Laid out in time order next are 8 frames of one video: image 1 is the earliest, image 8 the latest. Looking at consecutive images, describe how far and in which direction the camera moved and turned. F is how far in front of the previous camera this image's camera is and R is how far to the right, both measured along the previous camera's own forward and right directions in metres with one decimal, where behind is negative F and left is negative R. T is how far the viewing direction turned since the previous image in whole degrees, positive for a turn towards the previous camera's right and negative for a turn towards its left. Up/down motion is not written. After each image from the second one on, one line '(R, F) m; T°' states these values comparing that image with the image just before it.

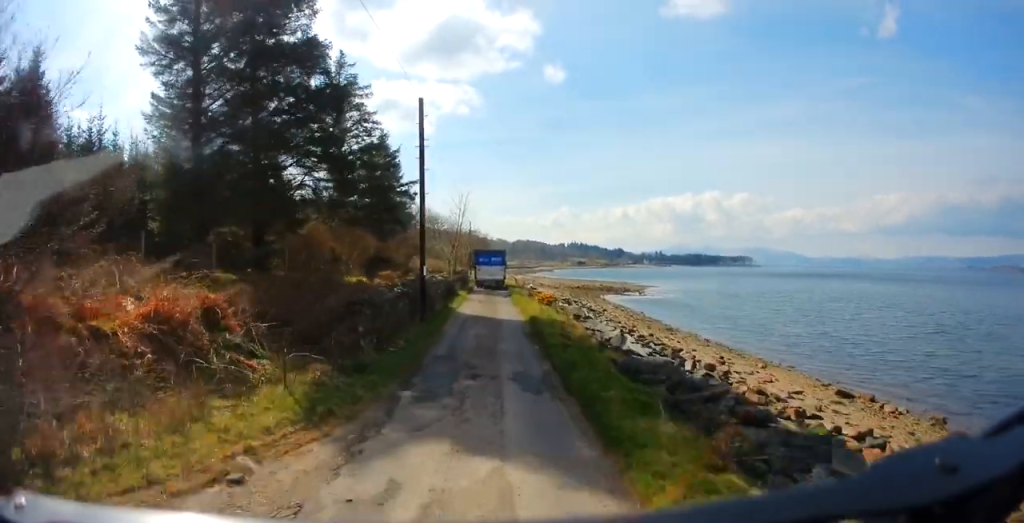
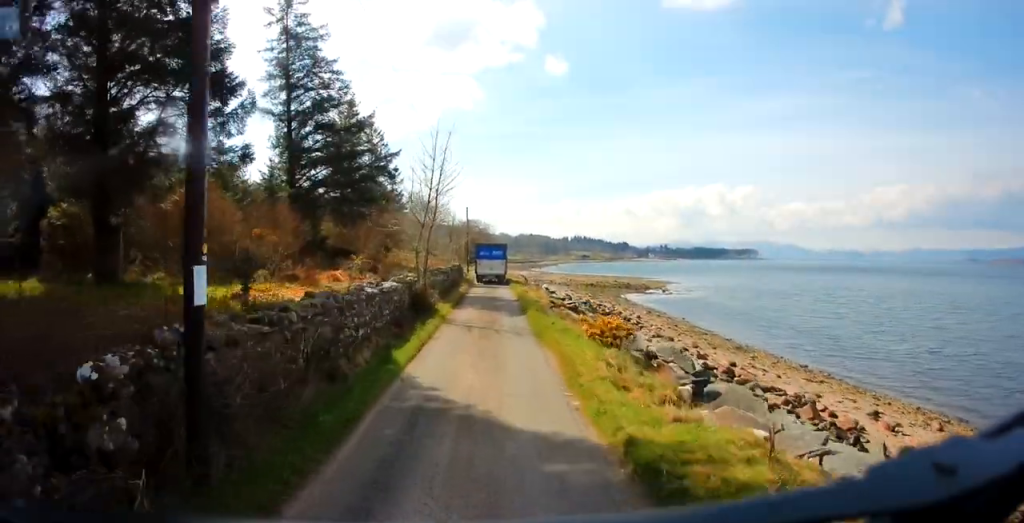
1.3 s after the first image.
(0.0, +14.7) m; -1°
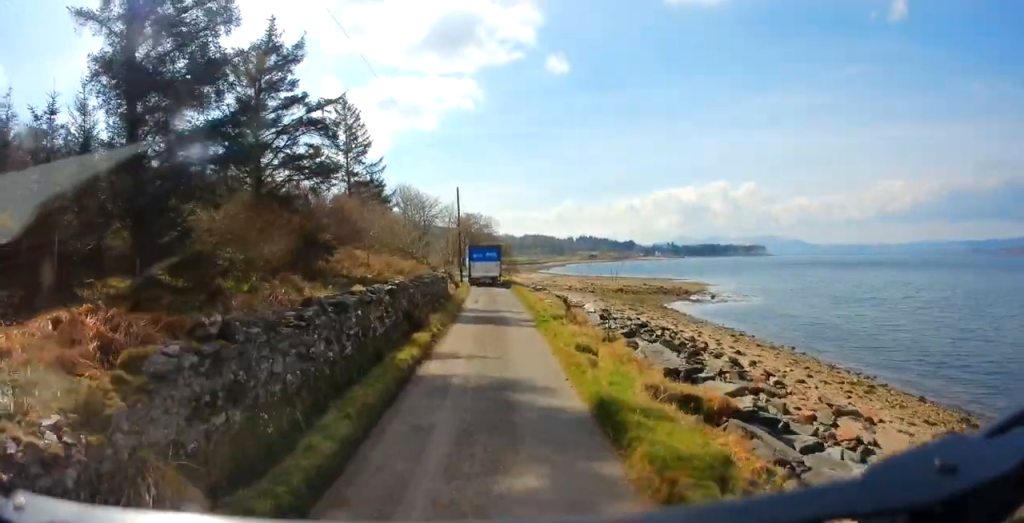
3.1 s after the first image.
(-0.4, +20.3) m; -1°
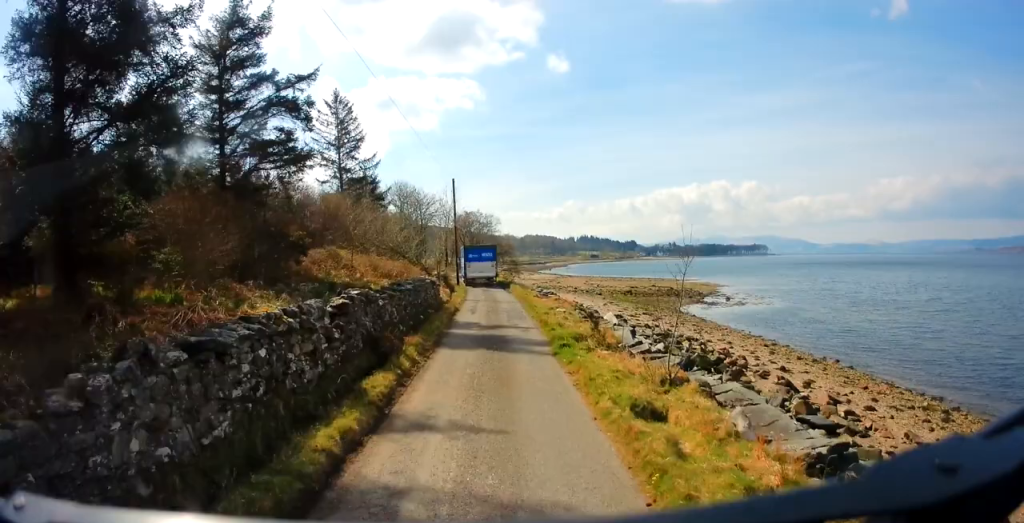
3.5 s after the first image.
(0.0, +5.1) m; 0°
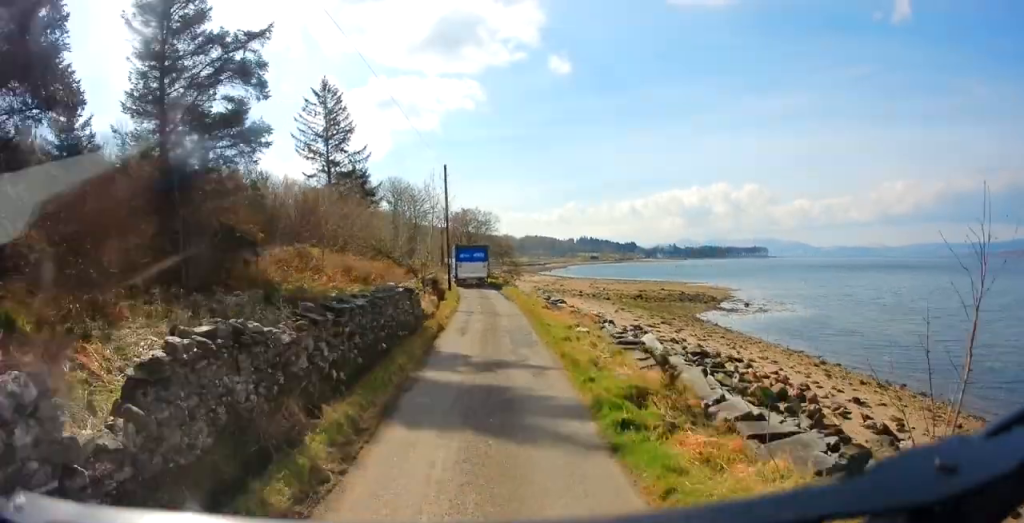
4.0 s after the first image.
(0.0, +6.0) m; +1°
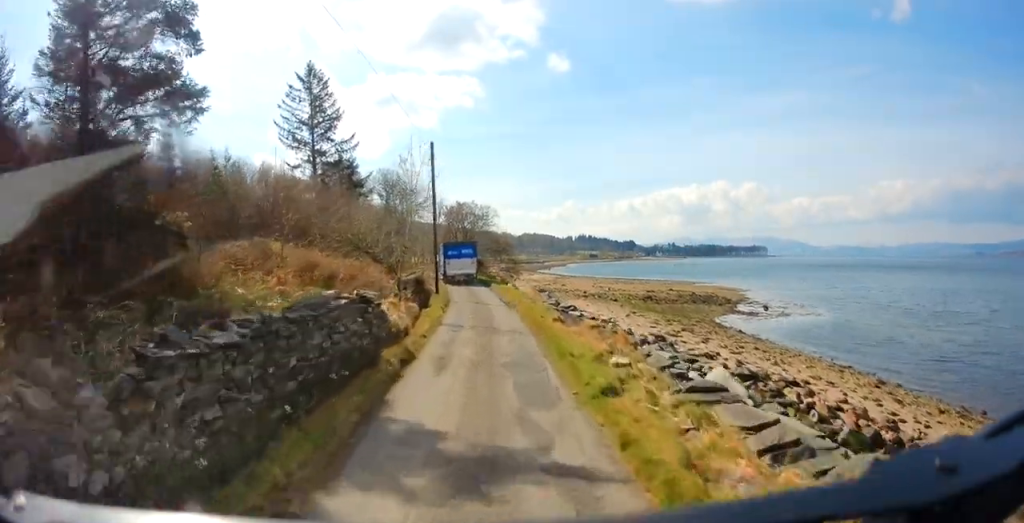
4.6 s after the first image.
(0.0, +6.0) m; +1°
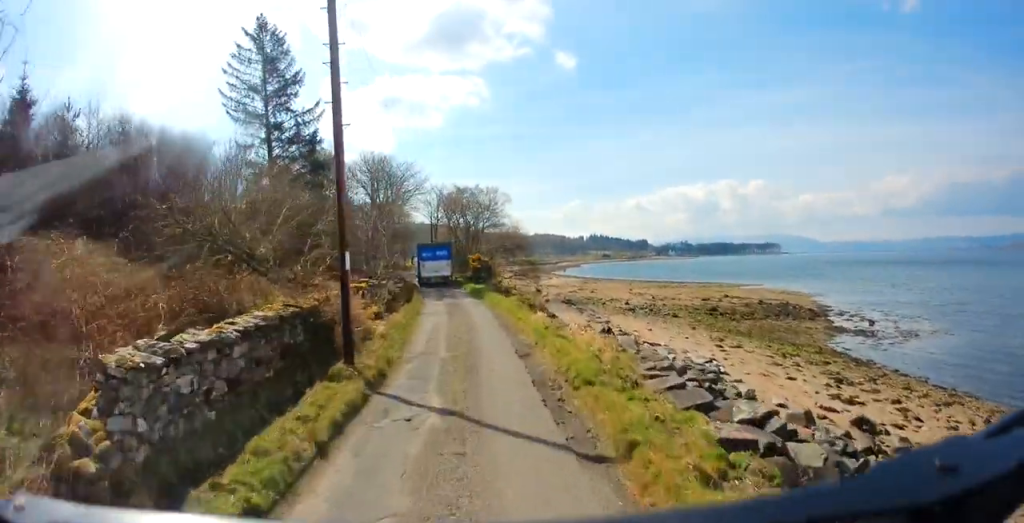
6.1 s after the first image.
(-0.1, +17.9) m; -3°
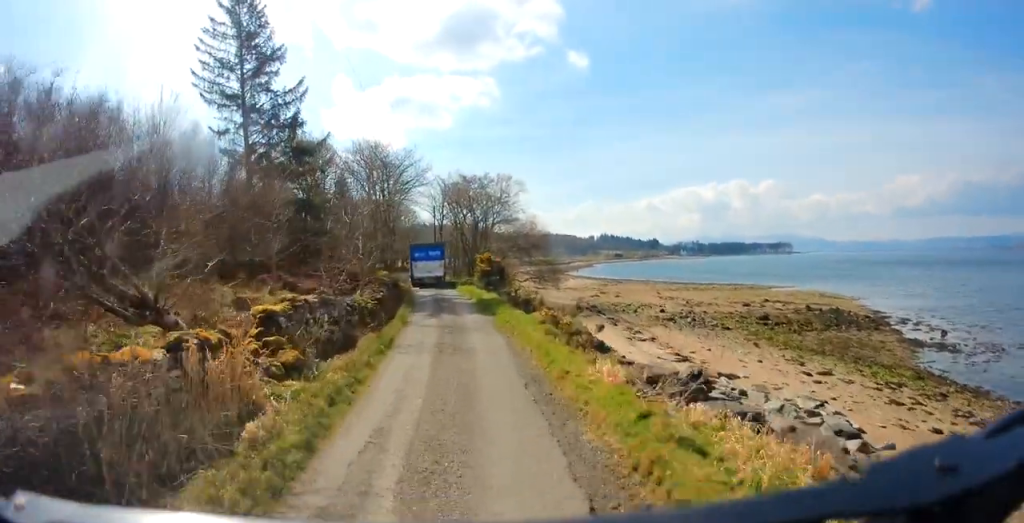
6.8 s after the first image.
(-0.4, +7.8) m; -2°
